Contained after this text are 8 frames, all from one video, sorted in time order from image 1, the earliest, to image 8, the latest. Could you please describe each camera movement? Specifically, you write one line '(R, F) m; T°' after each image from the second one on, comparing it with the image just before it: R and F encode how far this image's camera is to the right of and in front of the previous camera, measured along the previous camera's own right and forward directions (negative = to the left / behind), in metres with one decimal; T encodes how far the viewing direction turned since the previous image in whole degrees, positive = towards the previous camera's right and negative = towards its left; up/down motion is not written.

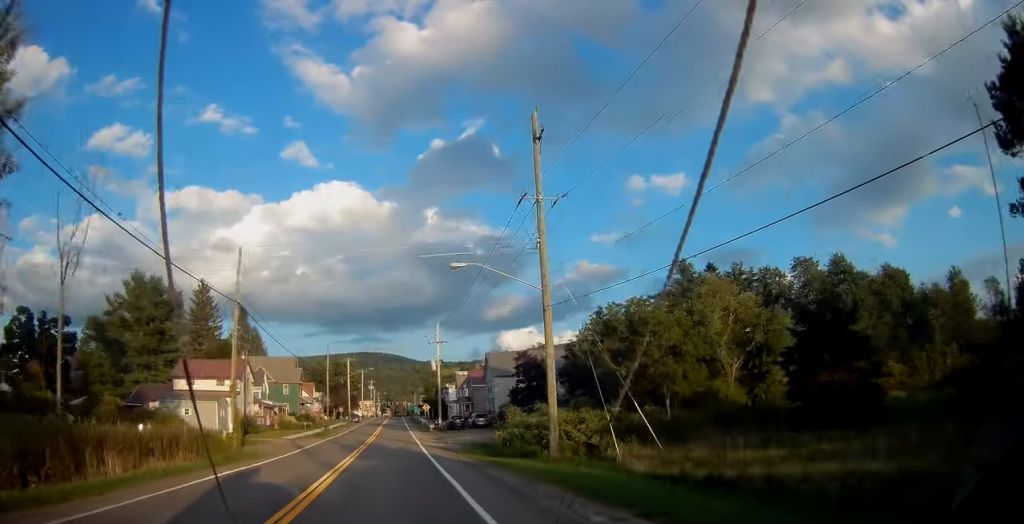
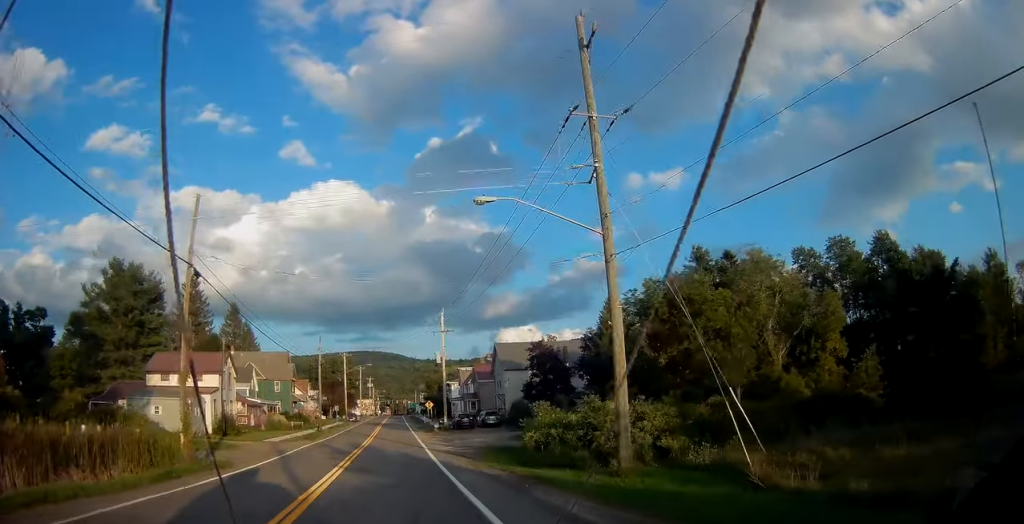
(-0.2, +7.0) m; 0°
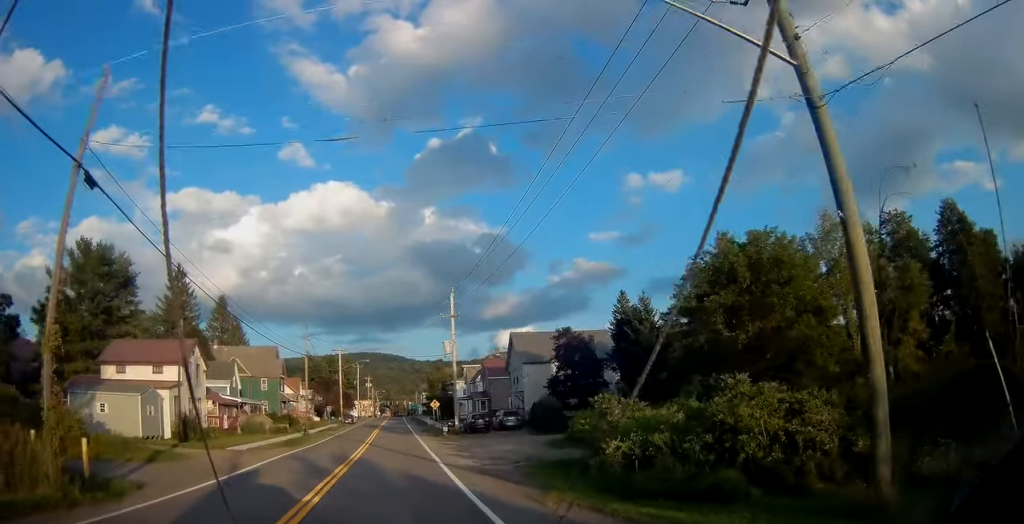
(+0.1, +9.4) m; 0°
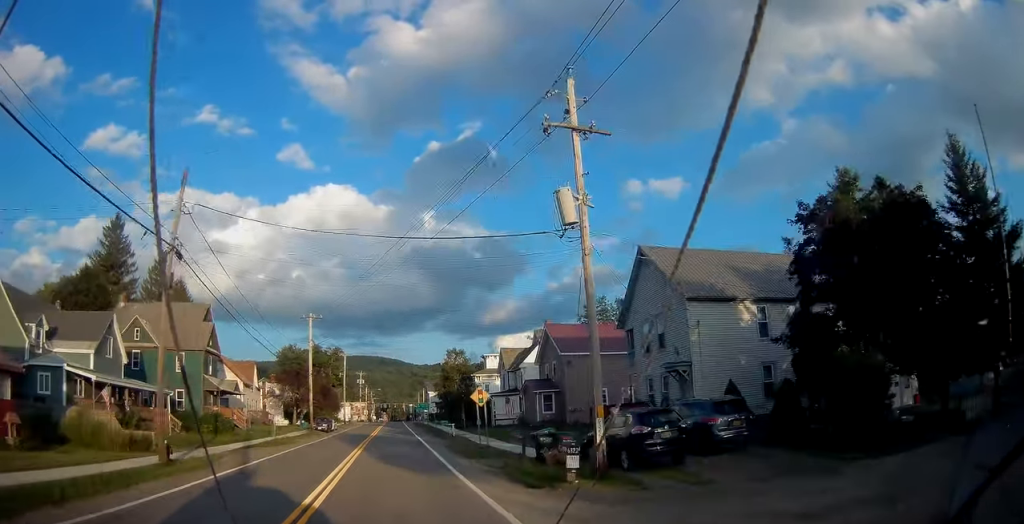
(+0.1, +32.6) m; +1°
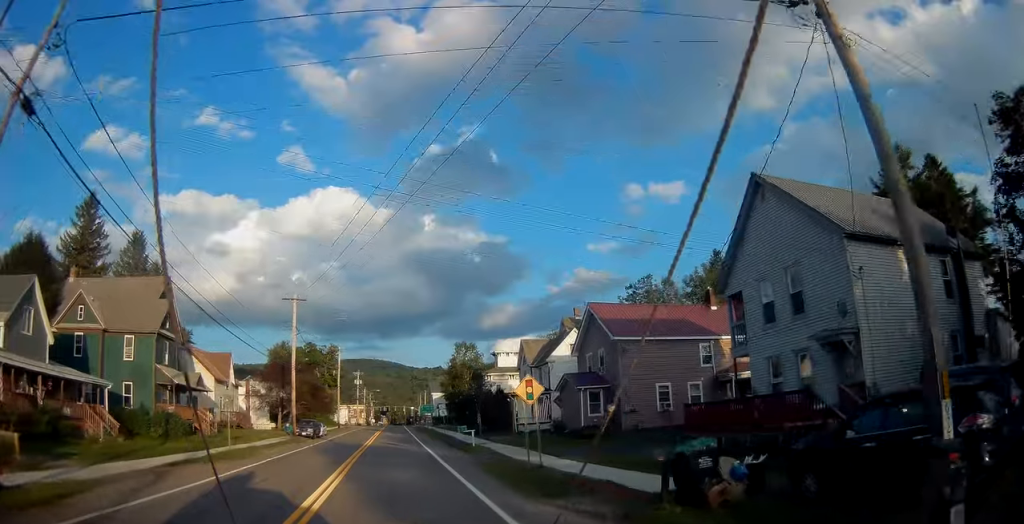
(+0.1, +10.4) m; 0°
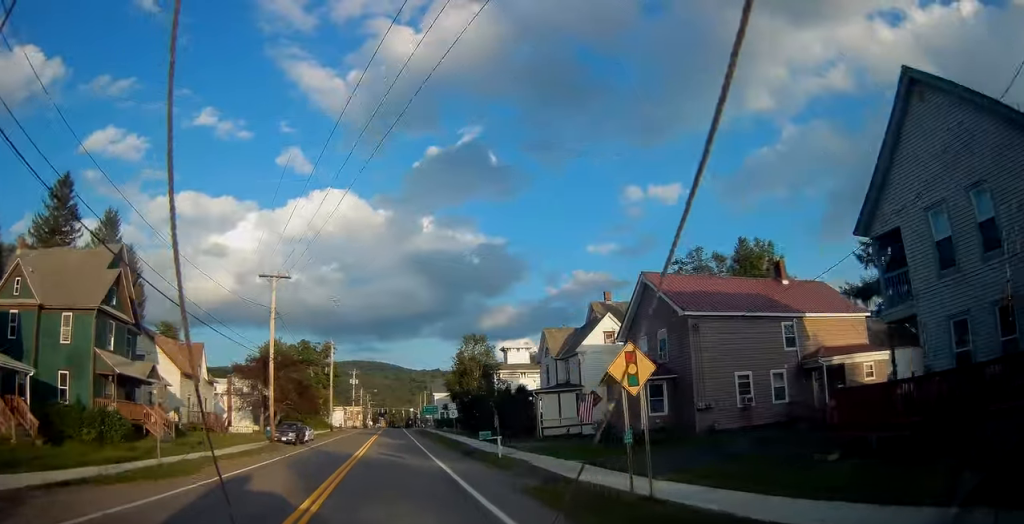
(-0.1, +8.5) m; 0°
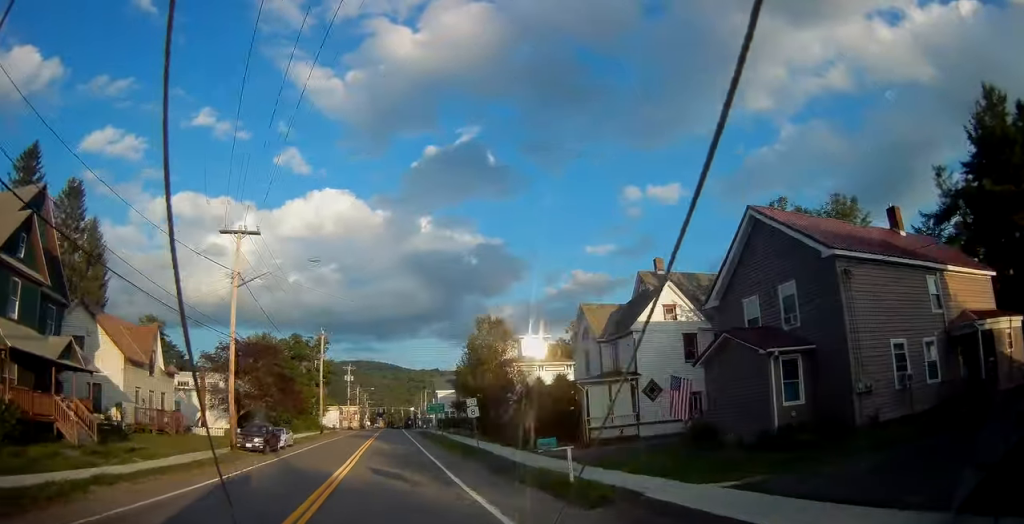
(+0.1, +9.9) m; -1°
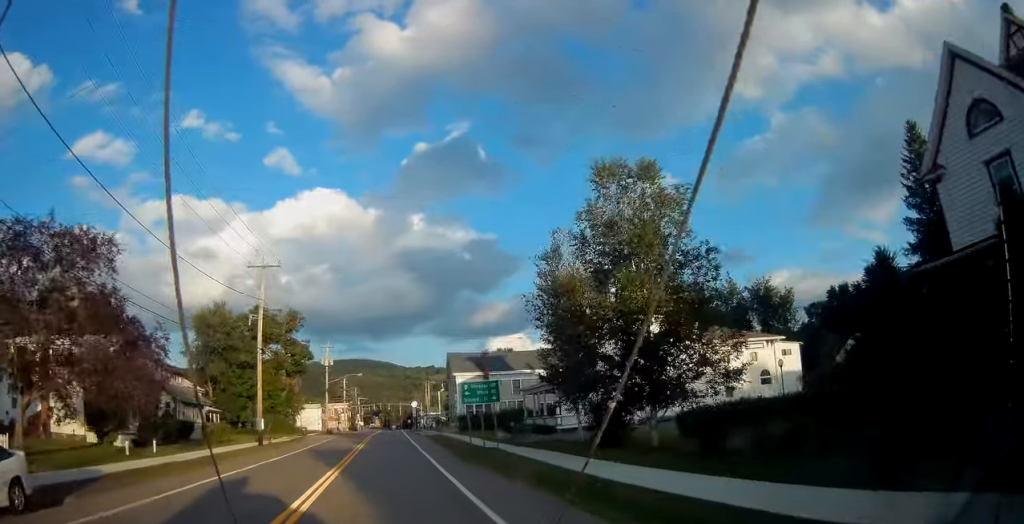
(-0.3, +30.6) m; +1°
